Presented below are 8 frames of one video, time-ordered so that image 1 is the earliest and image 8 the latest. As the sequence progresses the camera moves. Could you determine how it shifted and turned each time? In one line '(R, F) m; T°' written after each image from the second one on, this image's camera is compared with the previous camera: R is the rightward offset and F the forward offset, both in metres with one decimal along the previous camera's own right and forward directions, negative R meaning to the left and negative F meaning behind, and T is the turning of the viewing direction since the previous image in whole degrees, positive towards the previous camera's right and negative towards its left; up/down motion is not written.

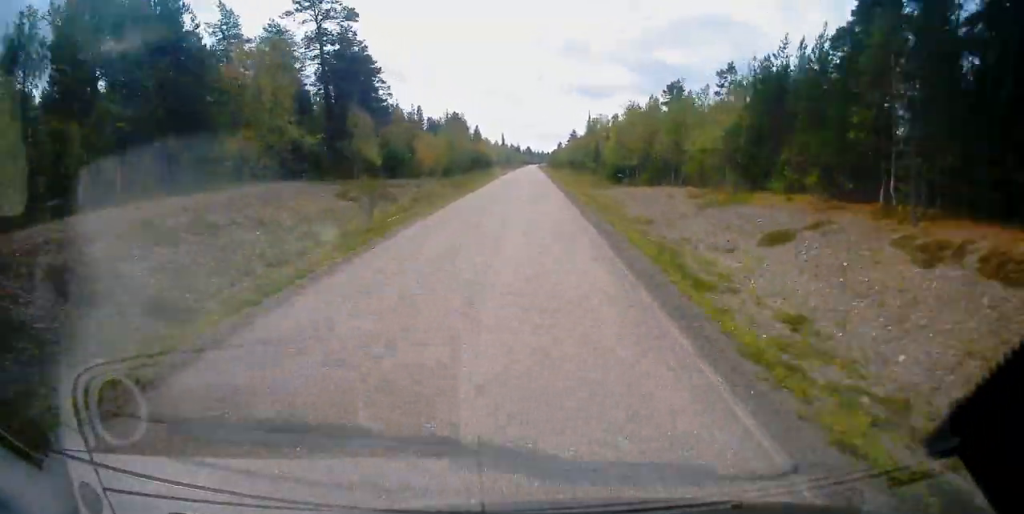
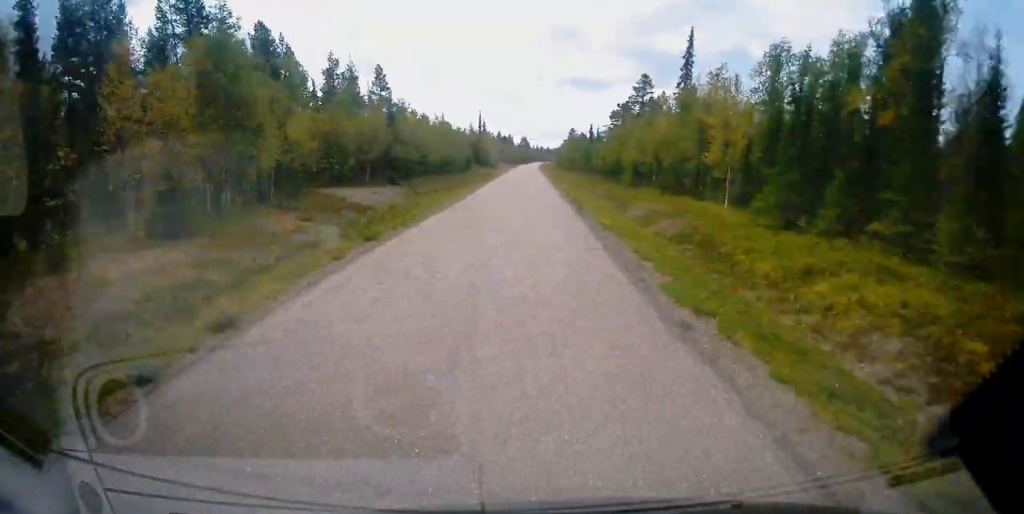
(-1.5, +147.4) m; -1°
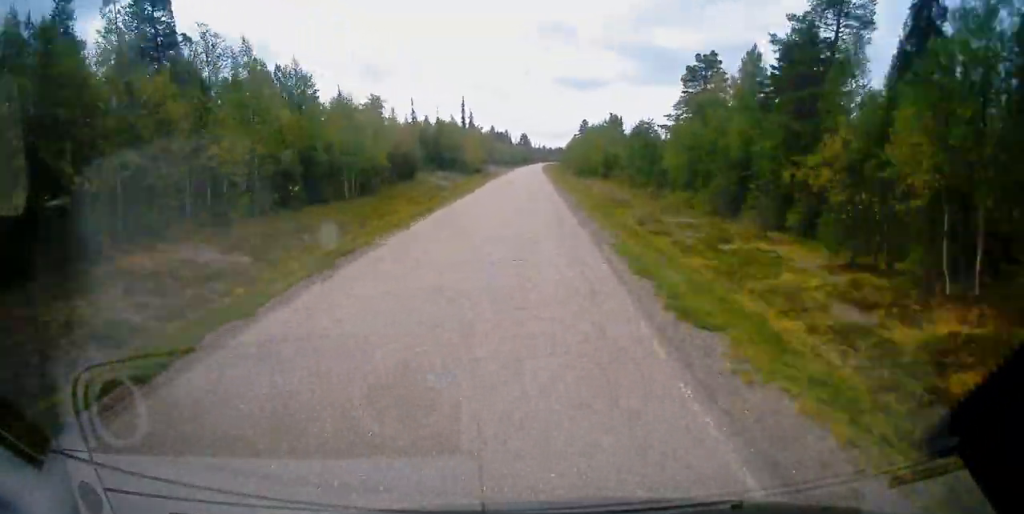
(-0.1, +54.8) m; 0°
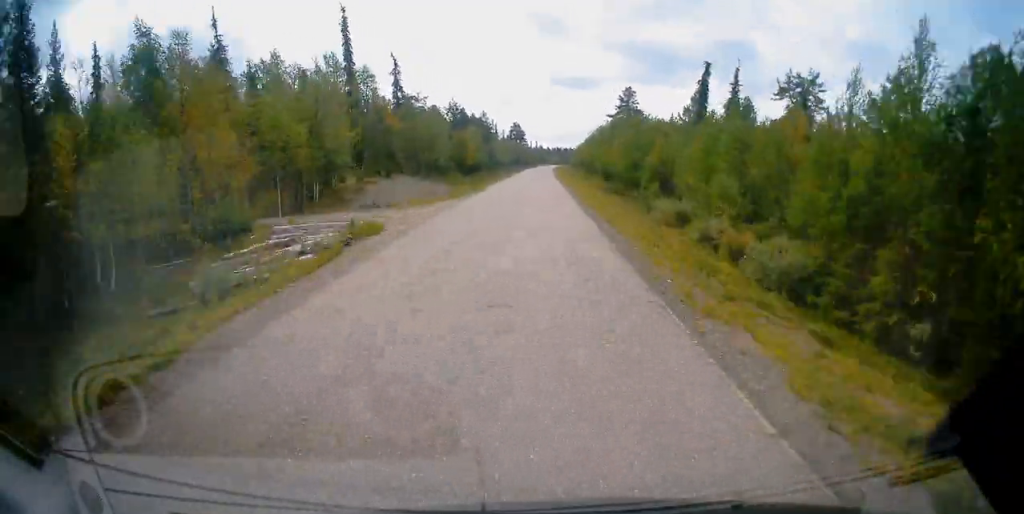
(+0.4, +98.7) m; 0°
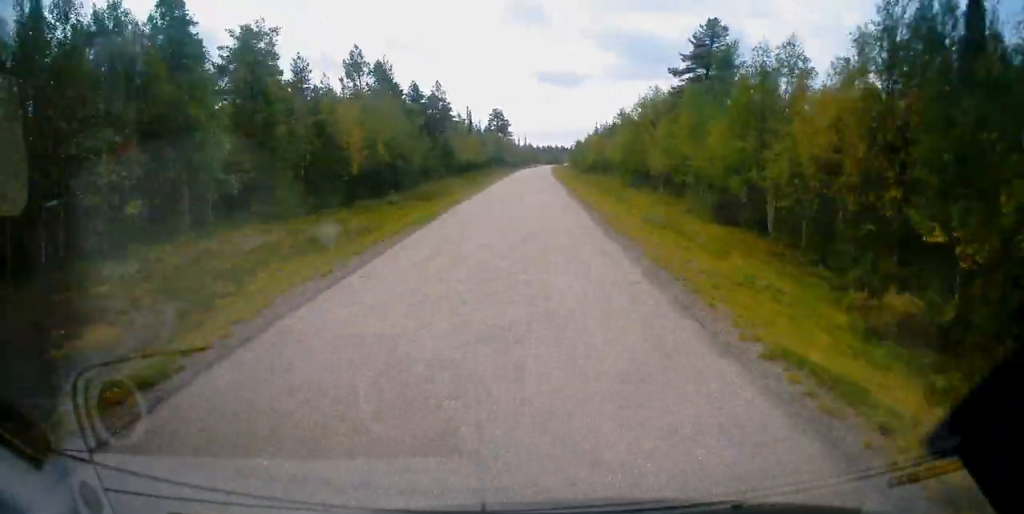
(+0.2, +56.0) m; -1°
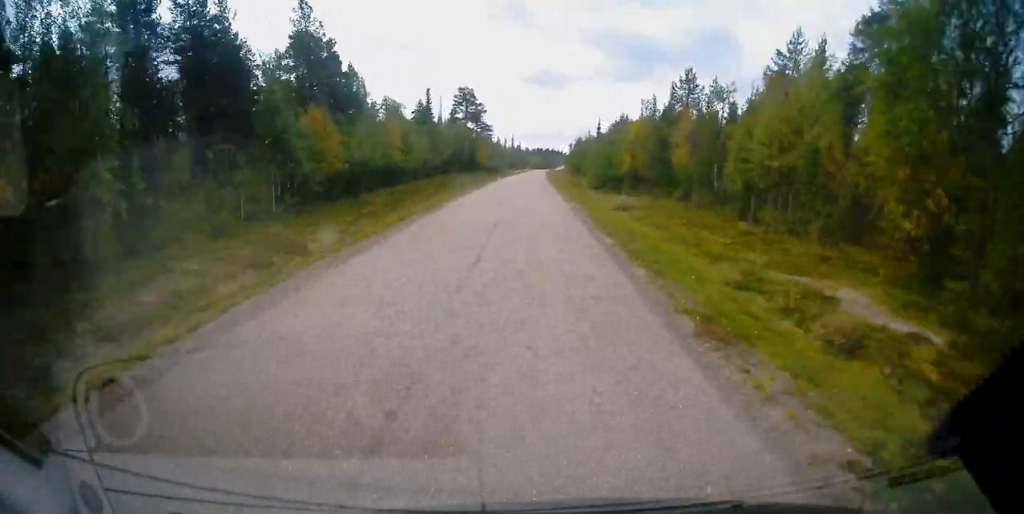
(-1.0, +51.6) m; +2°
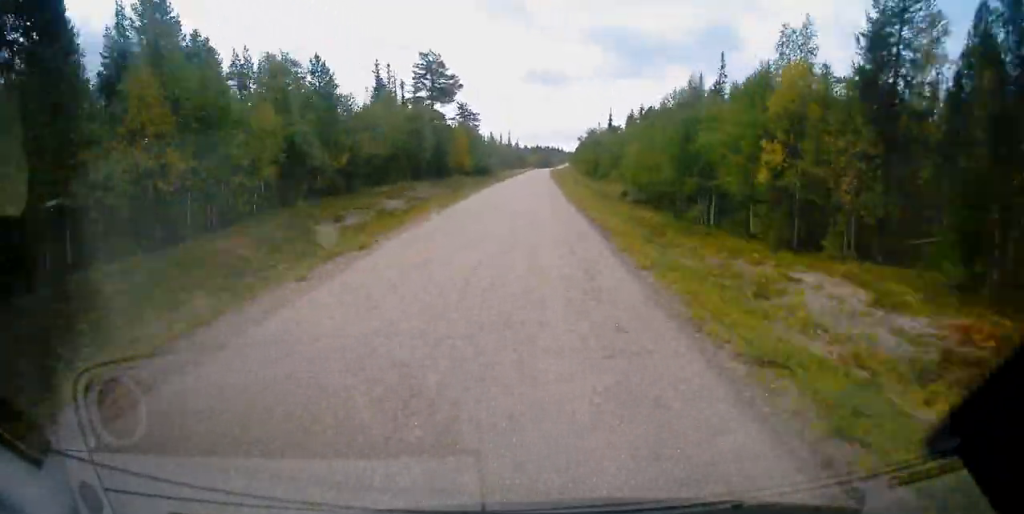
(-2.7, +35.2) m; +2°
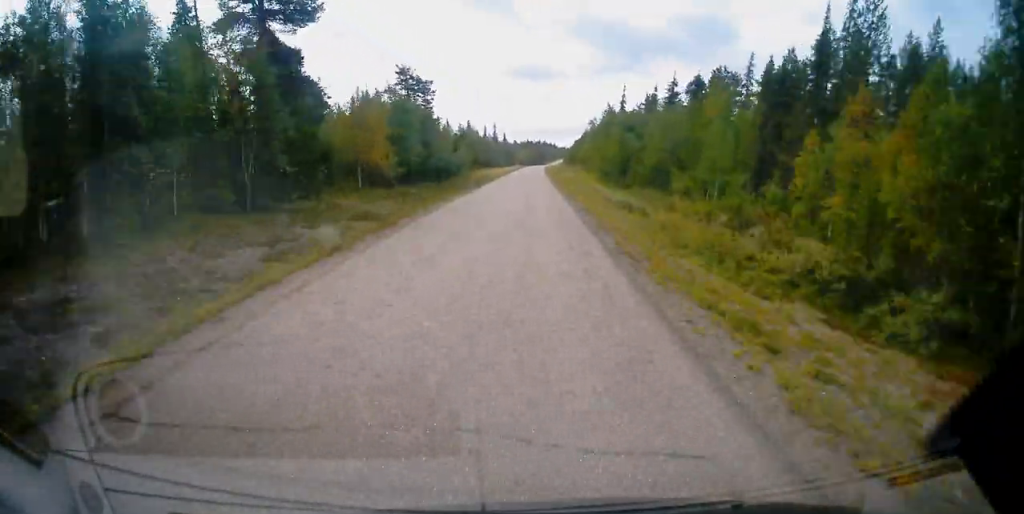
(+4.9, +44.1) m; +2°
